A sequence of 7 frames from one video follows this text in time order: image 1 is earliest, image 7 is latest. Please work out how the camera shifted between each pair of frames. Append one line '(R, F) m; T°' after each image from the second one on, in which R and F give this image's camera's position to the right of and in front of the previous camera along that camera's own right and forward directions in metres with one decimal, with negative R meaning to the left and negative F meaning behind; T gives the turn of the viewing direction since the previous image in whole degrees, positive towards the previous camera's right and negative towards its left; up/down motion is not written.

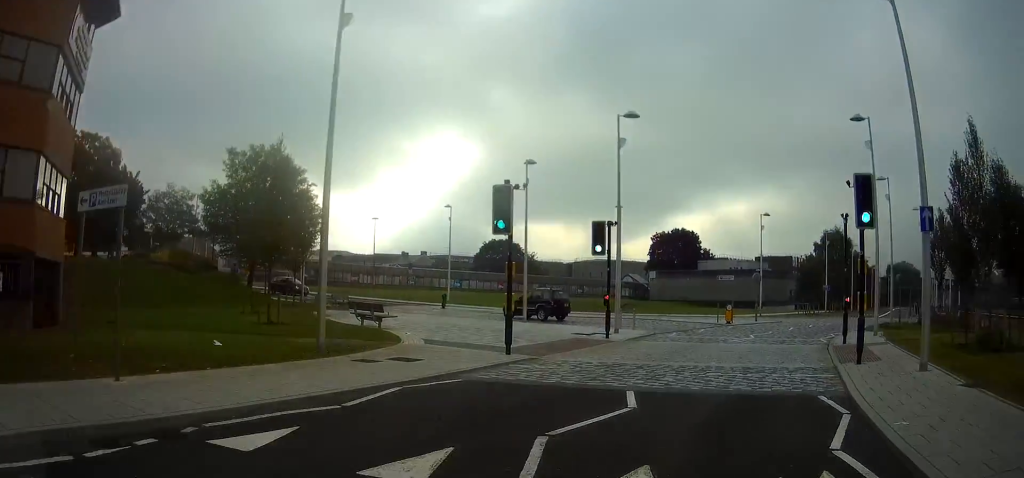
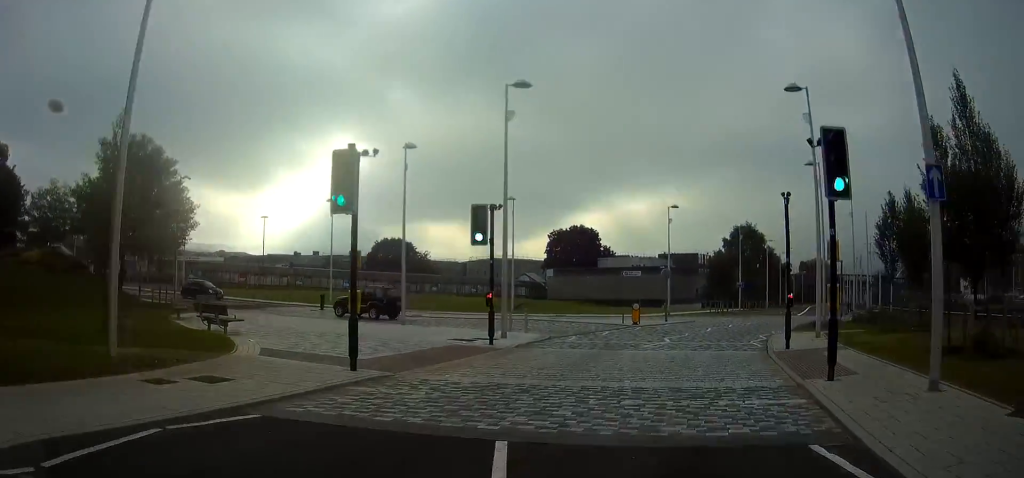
(-0.1, +3.3) m; +8°
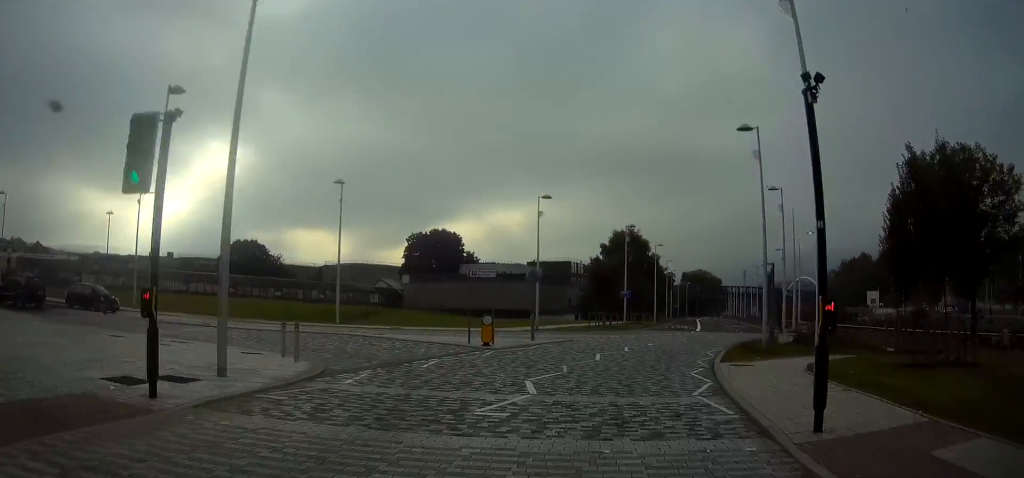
(+2.1, +9.0) m; +23°
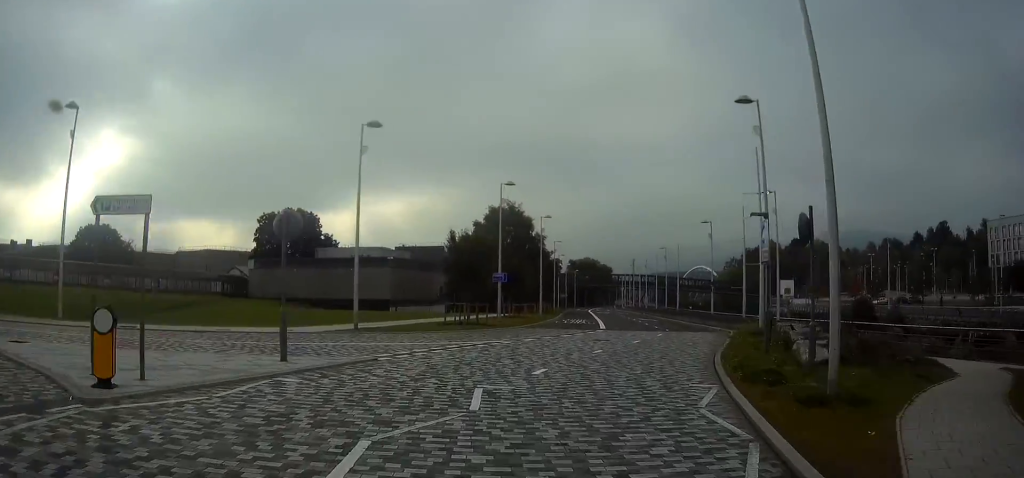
(+3.0, +15.0) m; +17°
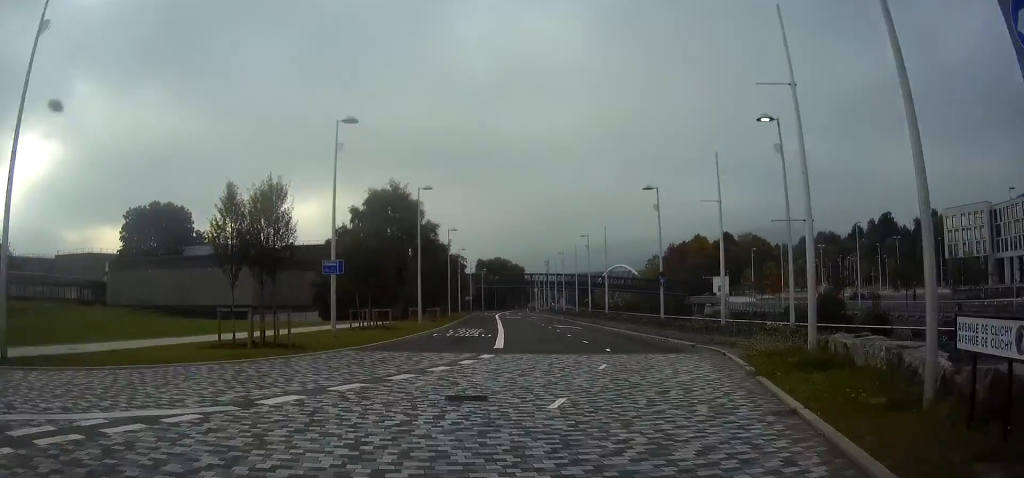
(+0.9, +15.2) m; +6°
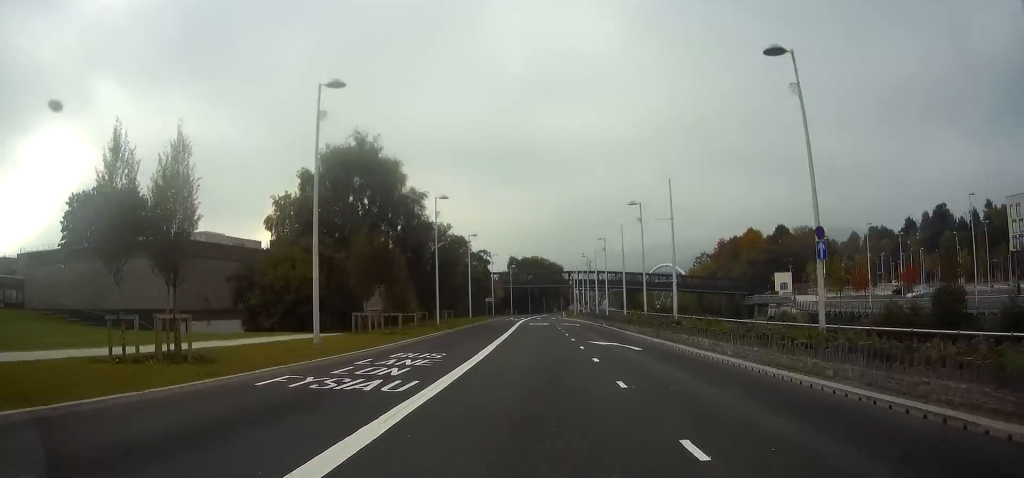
(+0.1, +21.4) m; -2°
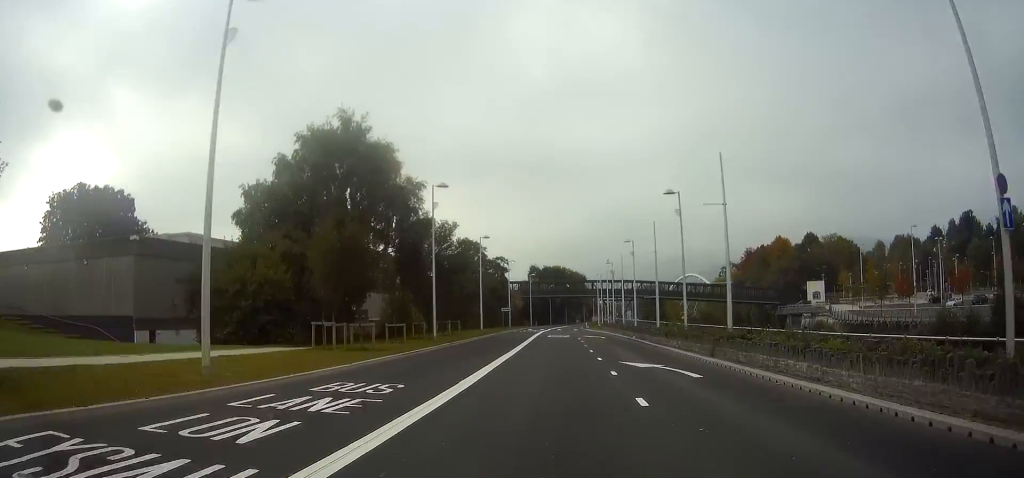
(-0.1, +8.0) m; -1°
